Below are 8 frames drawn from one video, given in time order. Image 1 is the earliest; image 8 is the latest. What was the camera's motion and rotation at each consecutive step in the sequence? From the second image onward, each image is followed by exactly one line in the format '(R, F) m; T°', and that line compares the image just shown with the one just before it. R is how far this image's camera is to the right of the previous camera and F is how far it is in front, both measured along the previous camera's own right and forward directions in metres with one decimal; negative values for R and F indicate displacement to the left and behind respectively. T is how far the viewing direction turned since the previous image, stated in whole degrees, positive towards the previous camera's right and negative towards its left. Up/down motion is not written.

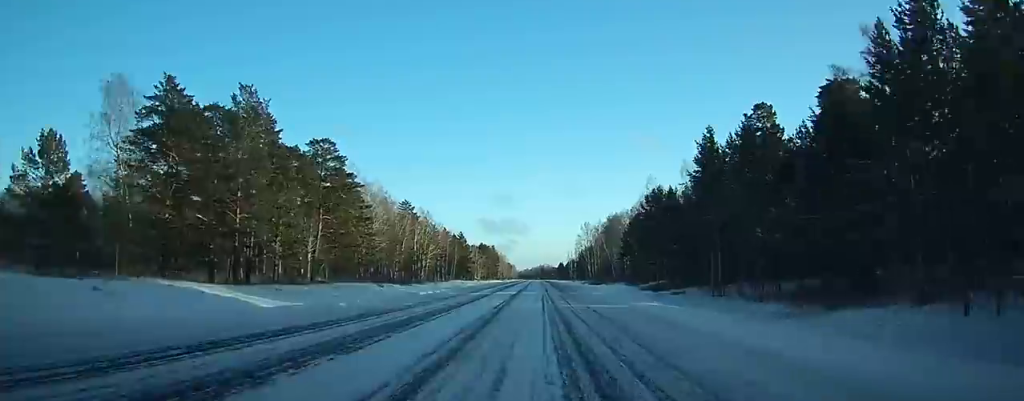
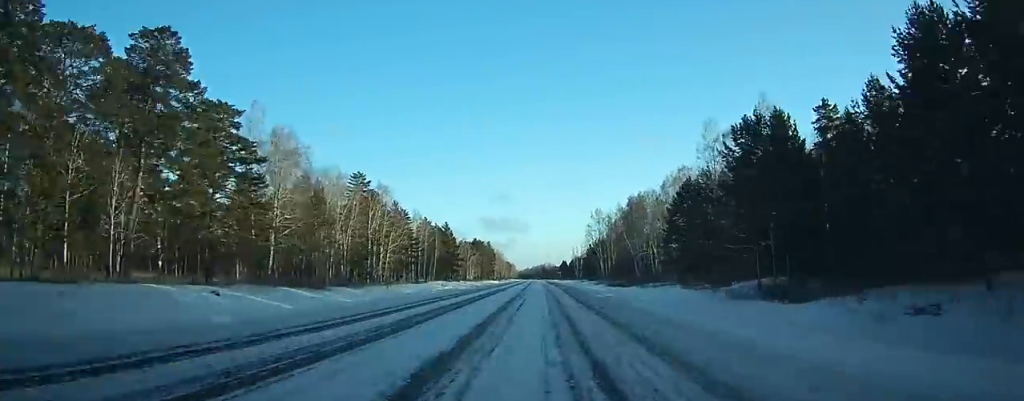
(-0.3, +47.1) m; 0°
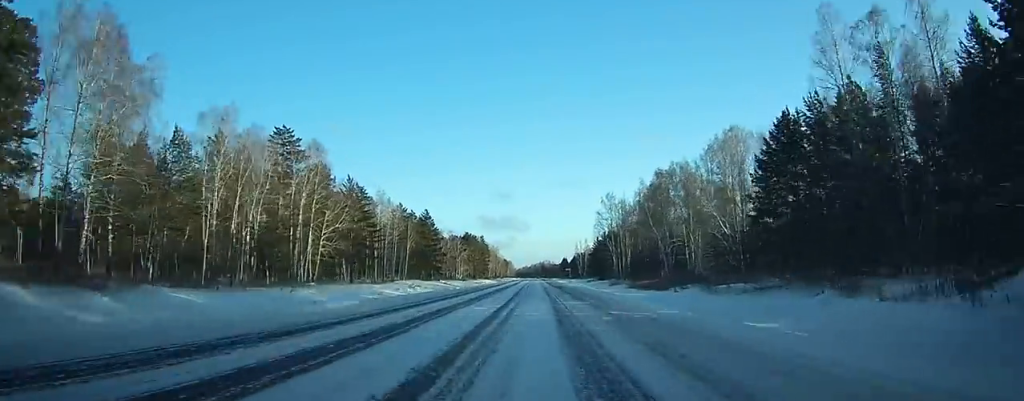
(+0.2, +38.7) m; 0°
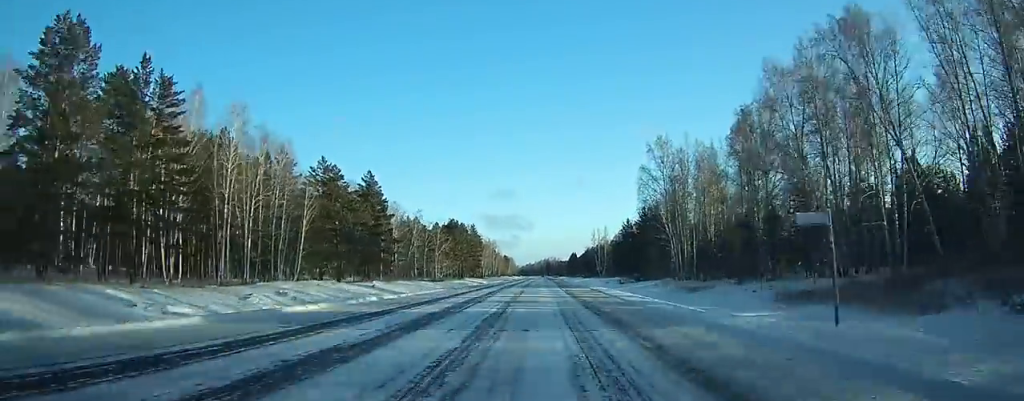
(+0.1, +70.3) m; 0°
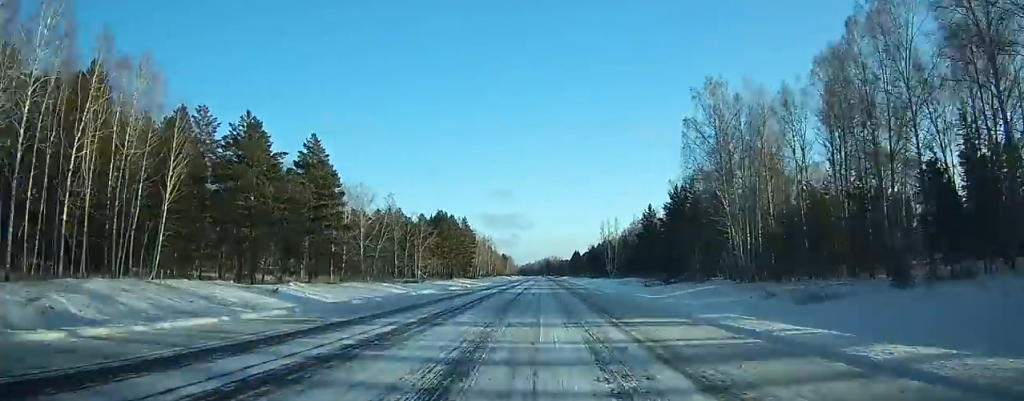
(0.0, +33.1) m; 0°
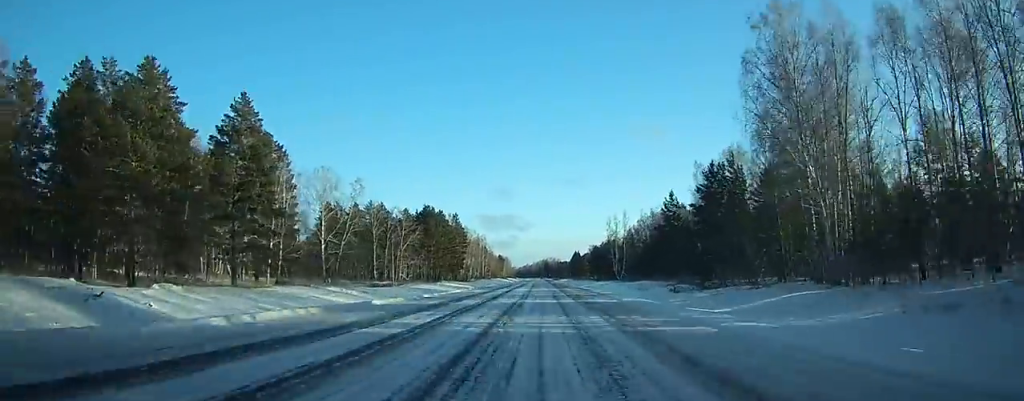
(0.0, +24.2) m; 0°
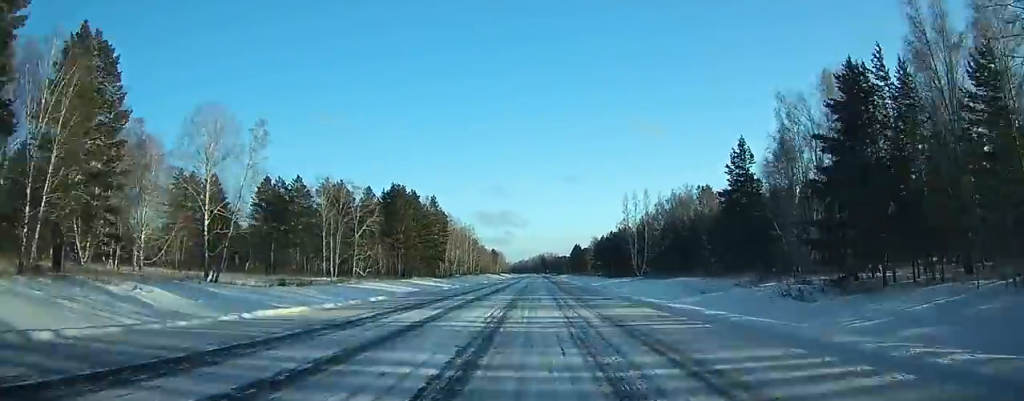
(+0.1, +41.2) m; 0°
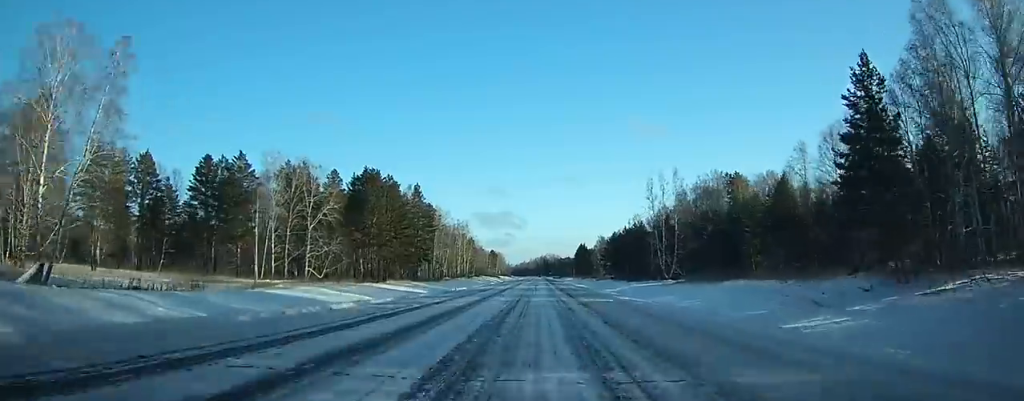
(0.0, +28.8) m; 0°
